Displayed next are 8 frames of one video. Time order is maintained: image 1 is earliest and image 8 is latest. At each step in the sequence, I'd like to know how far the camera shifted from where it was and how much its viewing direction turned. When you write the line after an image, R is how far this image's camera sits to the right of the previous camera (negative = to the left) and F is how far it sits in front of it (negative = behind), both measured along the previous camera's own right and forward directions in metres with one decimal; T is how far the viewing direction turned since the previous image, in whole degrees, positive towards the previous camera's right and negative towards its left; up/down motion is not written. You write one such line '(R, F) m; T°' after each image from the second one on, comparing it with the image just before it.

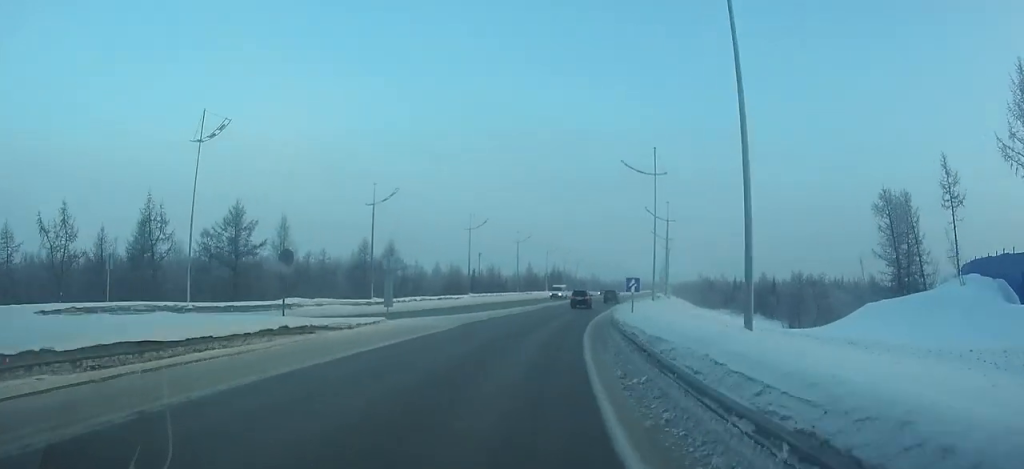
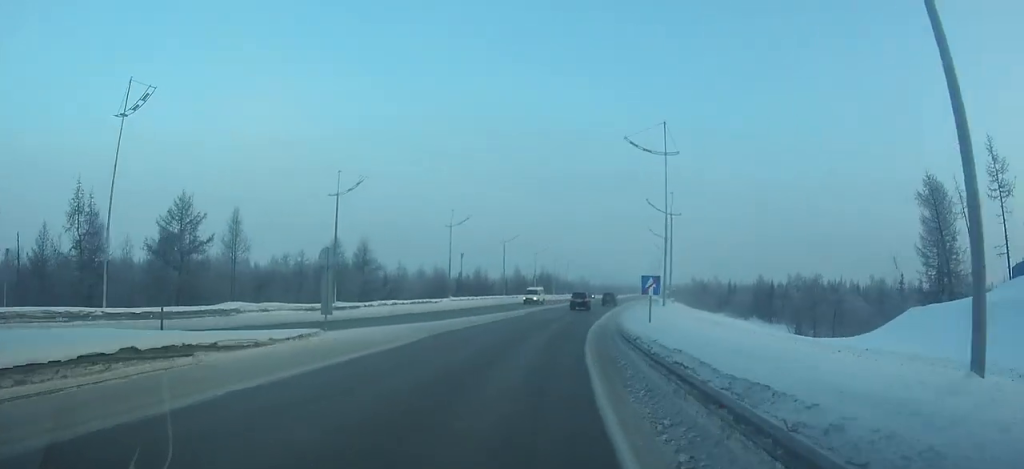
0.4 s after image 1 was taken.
(+0.1, +7.2) m; +1°
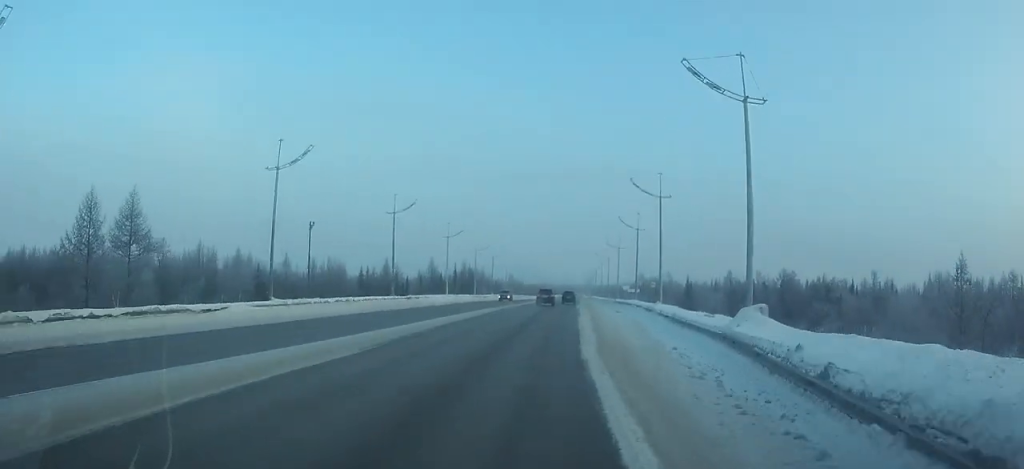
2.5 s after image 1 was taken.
(+2.0, +34.4) m; +6°
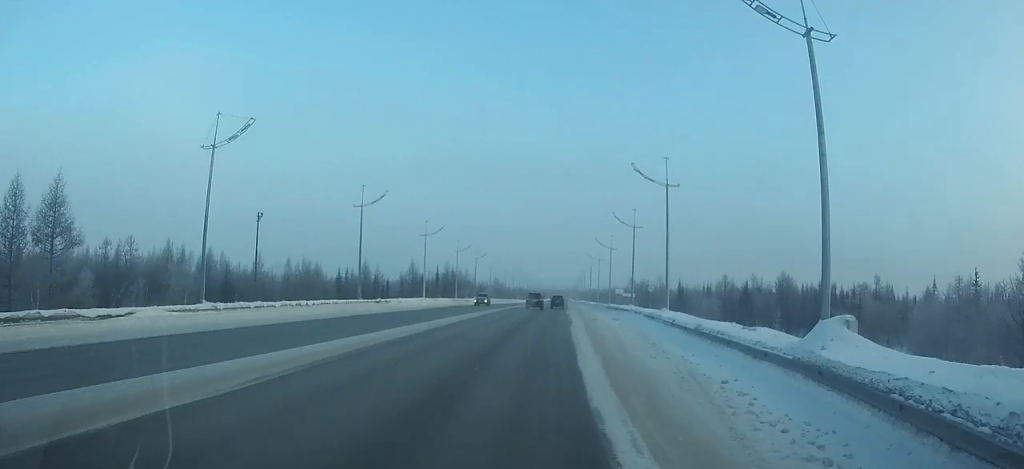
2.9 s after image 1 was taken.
(+0.1, +7.2) m; +1°
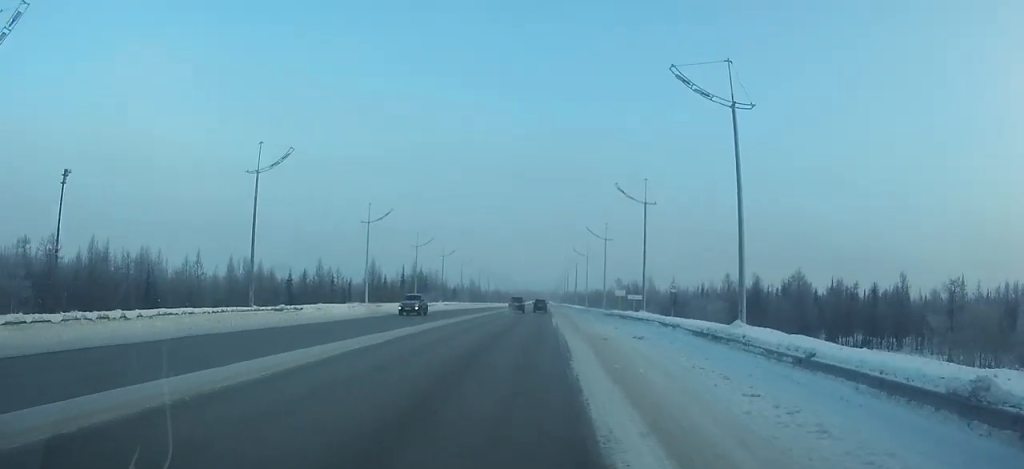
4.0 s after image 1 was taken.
(+0.3, +18.4) m; +1°
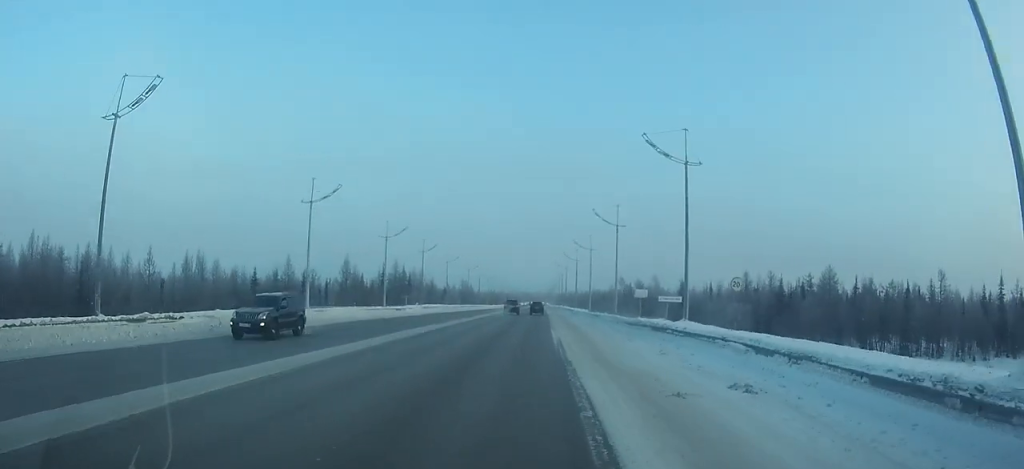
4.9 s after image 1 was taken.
(+0.1, +15.0) m; 0°
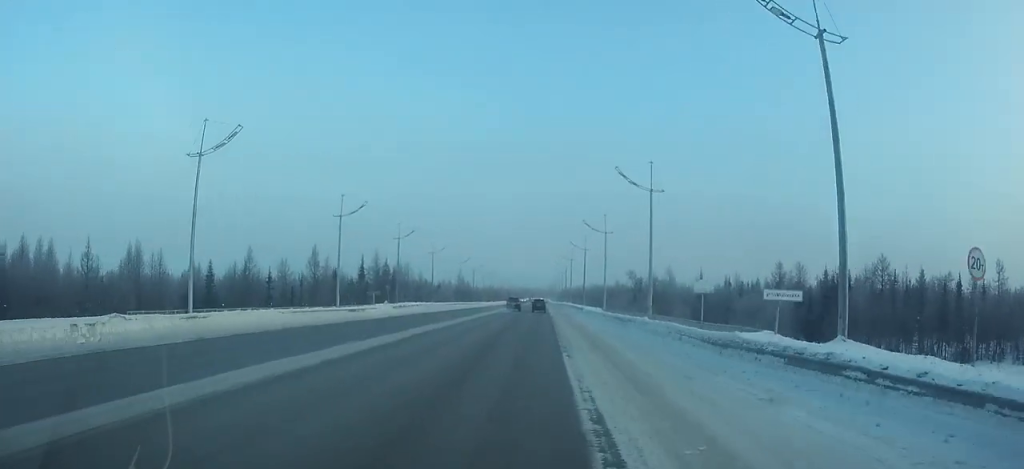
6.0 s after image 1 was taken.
(0.0, +17.3) m; 0°
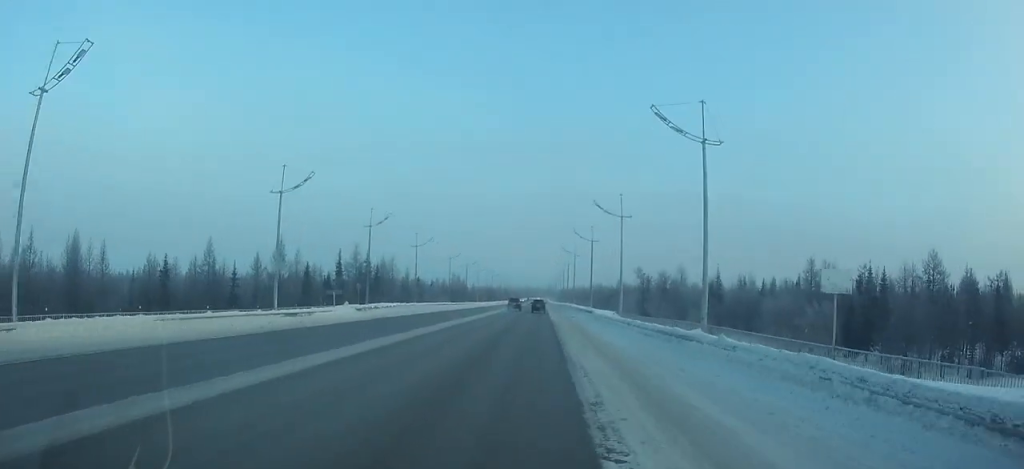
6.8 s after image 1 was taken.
(0.0, +13.4) m; 0°
